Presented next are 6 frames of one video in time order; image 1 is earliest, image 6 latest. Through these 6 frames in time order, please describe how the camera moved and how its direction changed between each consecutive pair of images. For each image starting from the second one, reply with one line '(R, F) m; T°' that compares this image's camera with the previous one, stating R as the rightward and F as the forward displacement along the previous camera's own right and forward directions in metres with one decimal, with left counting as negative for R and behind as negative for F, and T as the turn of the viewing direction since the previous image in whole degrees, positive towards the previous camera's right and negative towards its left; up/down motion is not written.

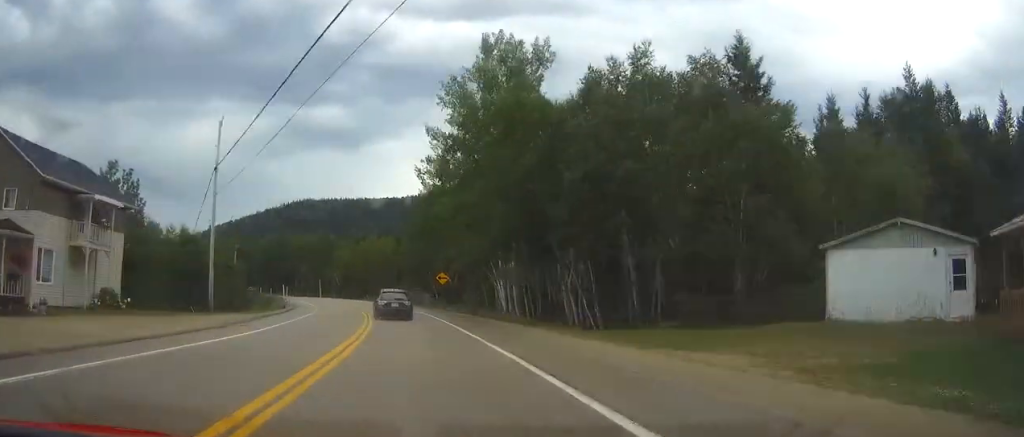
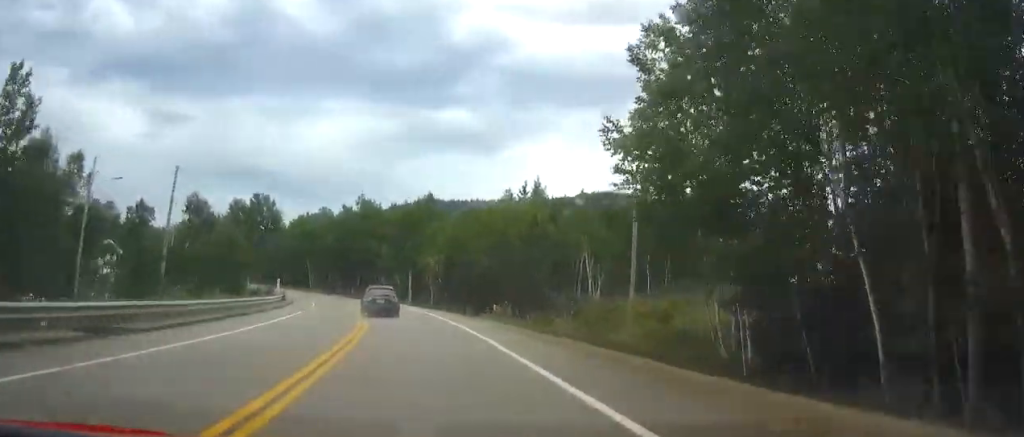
(-3.3, +59.9) m; -8°
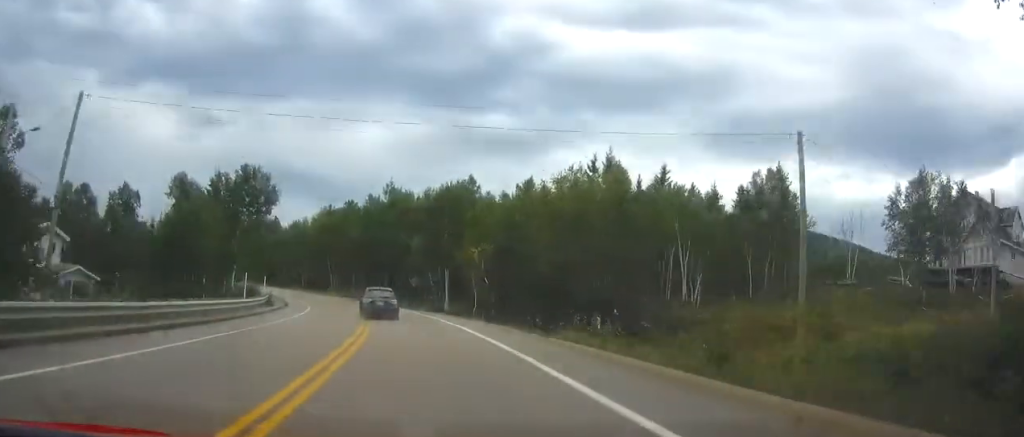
(0.0, +16.9) m; -7°
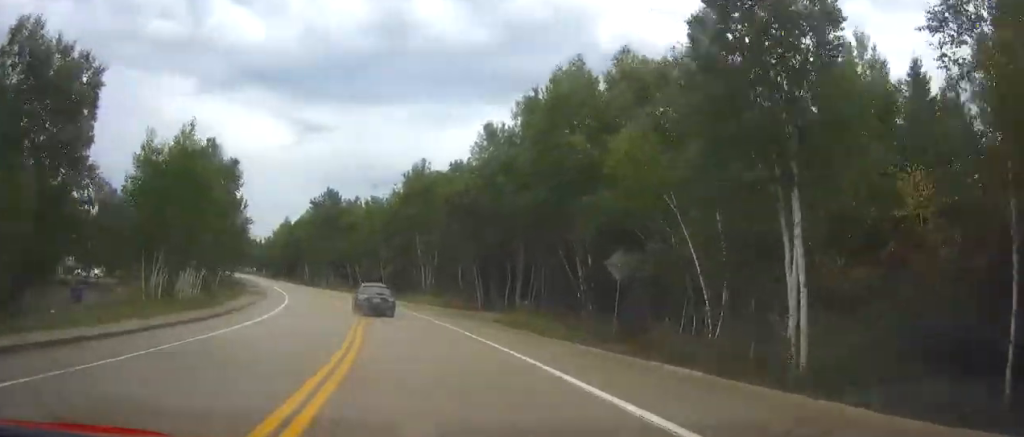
(-5.5, +46.7) m; -7°
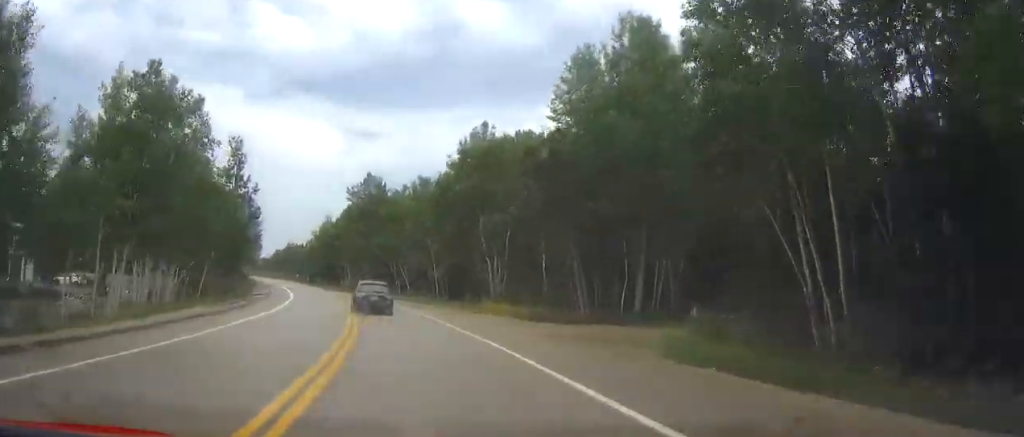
(0.0, +18.8) m; 0°
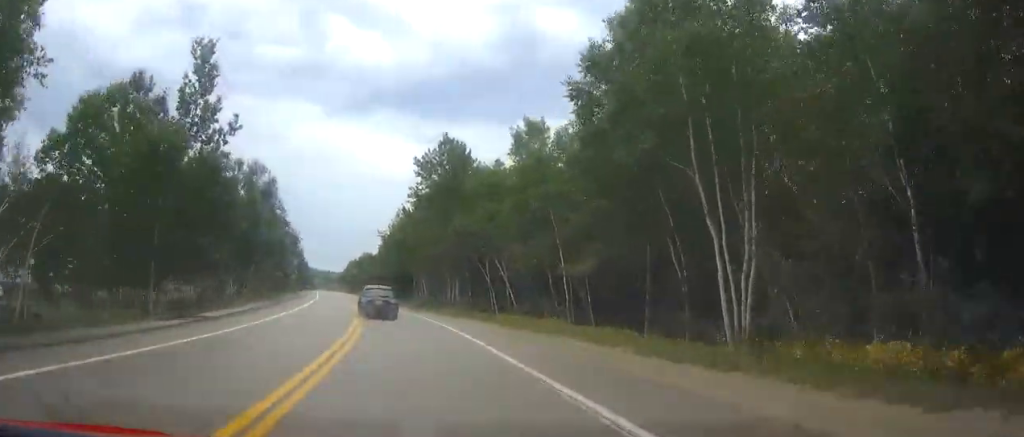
(-0.1, +29.7) m; -8°
